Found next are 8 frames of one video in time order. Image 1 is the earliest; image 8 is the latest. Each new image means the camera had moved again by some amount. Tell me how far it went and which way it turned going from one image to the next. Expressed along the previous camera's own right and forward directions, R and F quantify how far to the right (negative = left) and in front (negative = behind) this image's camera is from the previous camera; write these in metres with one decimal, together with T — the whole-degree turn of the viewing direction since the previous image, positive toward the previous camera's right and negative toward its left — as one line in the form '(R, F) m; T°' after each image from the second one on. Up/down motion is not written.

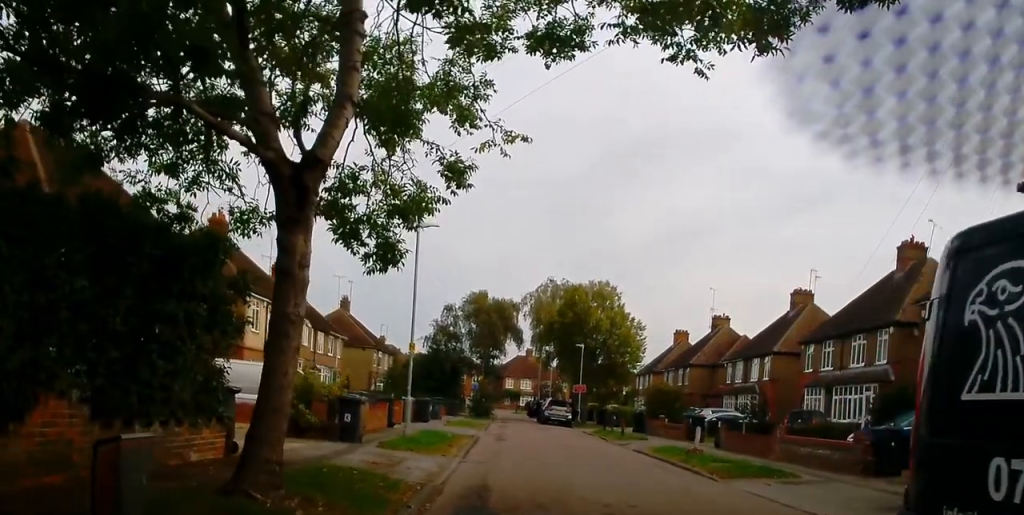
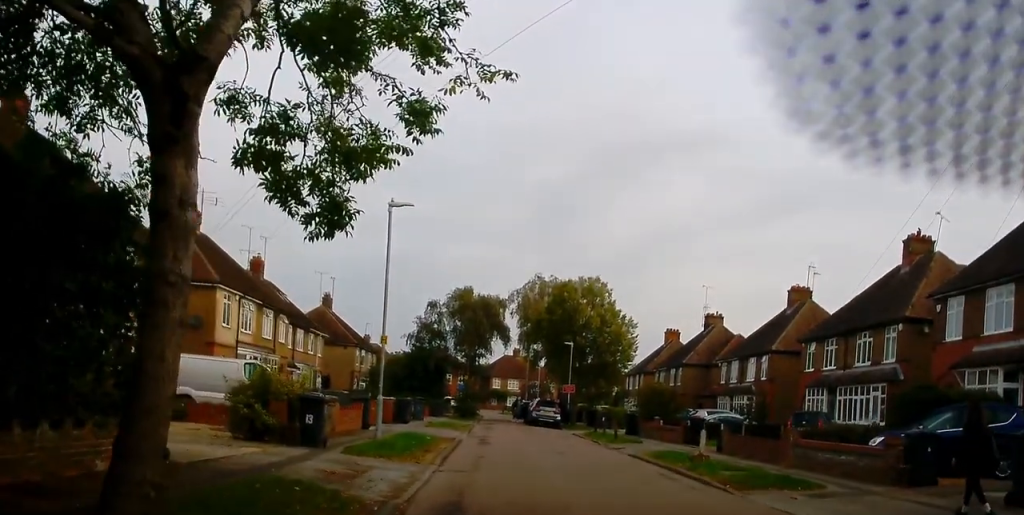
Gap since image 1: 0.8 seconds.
(+0.1, +1.9) m; +4°
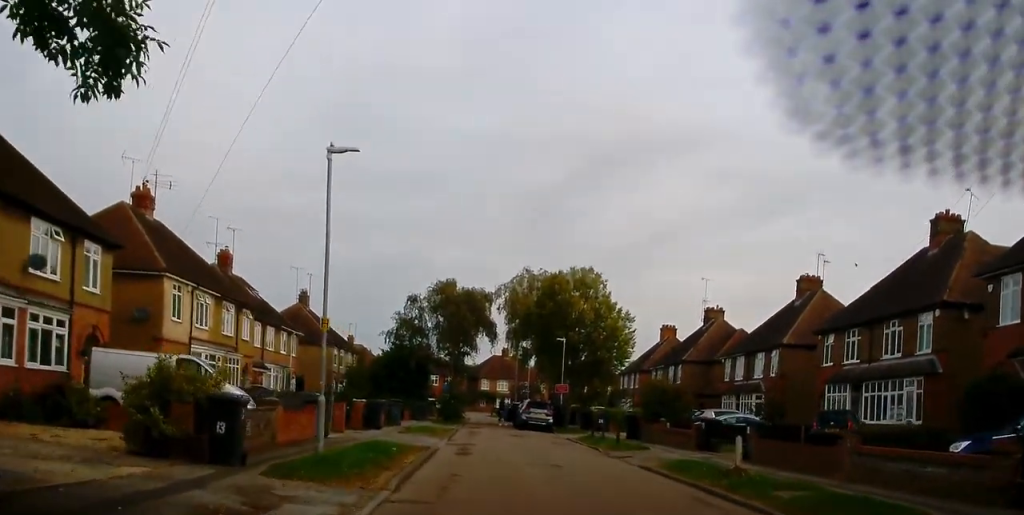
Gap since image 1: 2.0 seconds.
(+0.1, +3.6) m; +2°
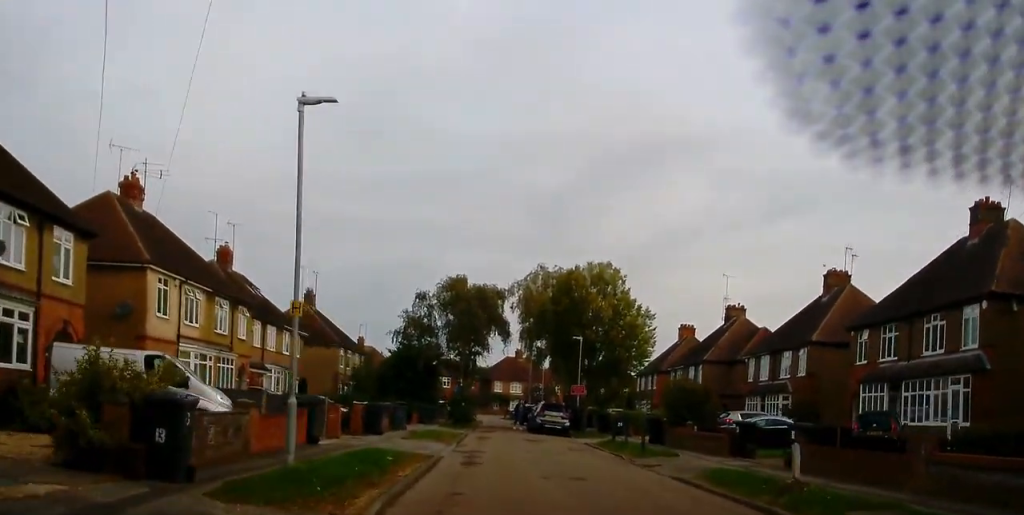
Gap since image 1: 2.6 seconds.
(-0.1, +2.1) m; 0°
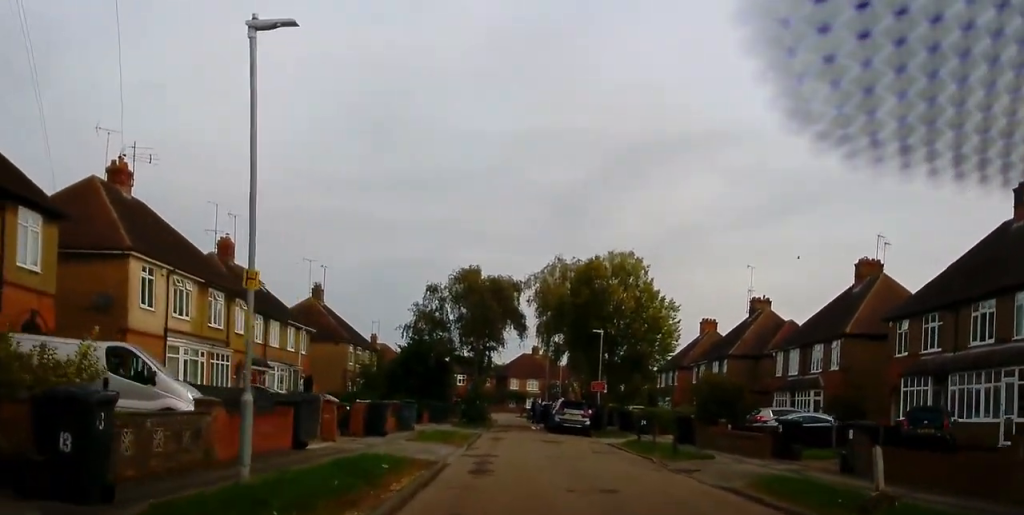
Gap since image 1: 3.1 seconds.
(+0.2, +2.2) m; -3°
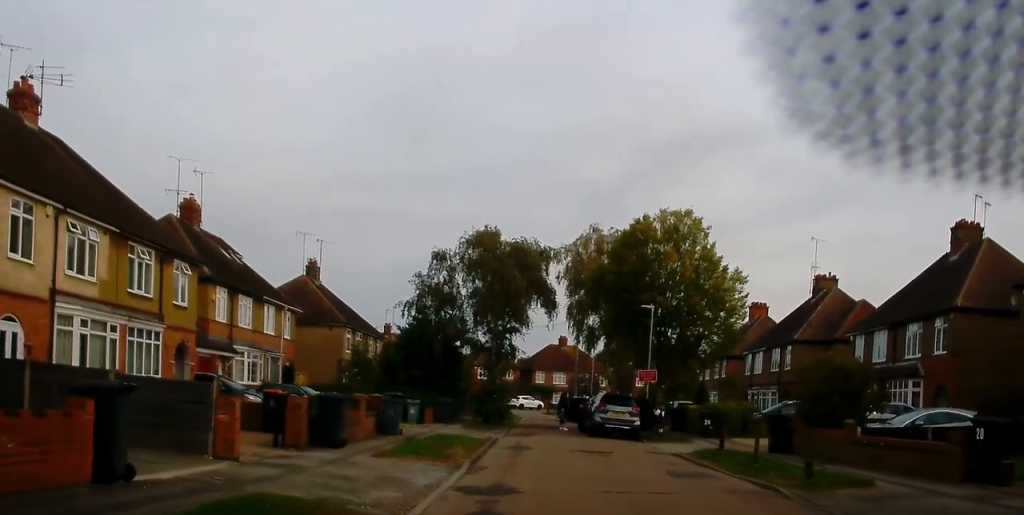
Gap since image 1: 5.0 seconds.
(-0.6, +7.9) m; -2°
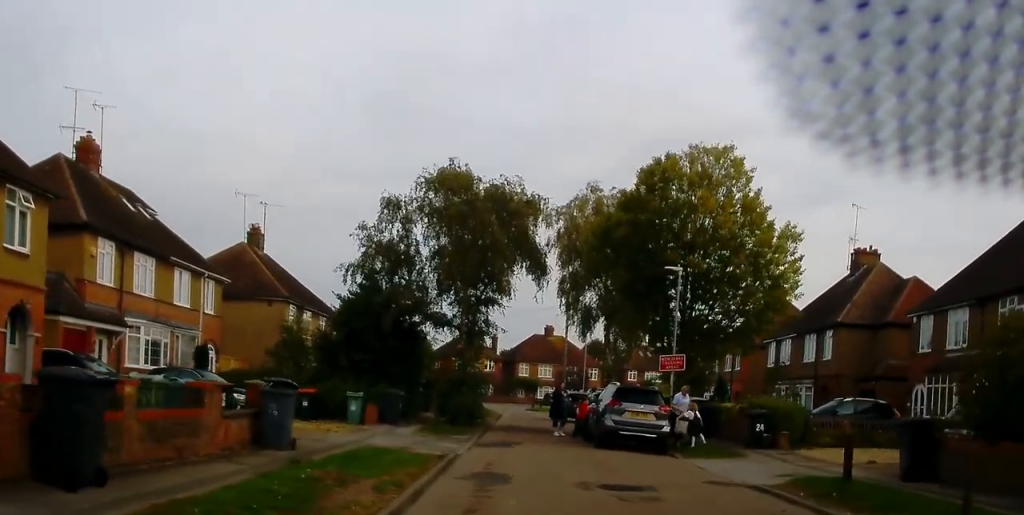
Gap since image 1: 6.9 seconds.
(+0.4, +8.9) m; +1°
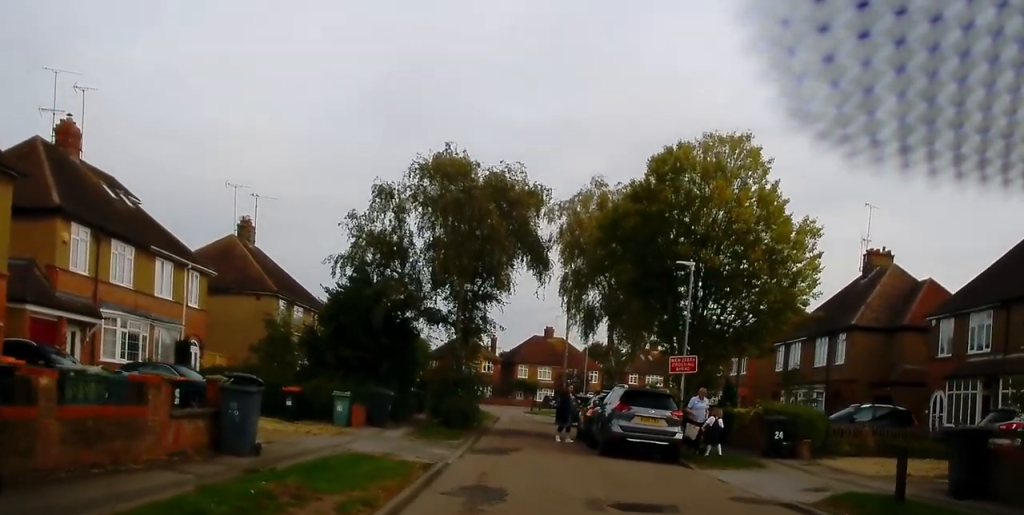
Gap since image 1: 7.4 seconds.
(0.0, +1.9) m; -1°
